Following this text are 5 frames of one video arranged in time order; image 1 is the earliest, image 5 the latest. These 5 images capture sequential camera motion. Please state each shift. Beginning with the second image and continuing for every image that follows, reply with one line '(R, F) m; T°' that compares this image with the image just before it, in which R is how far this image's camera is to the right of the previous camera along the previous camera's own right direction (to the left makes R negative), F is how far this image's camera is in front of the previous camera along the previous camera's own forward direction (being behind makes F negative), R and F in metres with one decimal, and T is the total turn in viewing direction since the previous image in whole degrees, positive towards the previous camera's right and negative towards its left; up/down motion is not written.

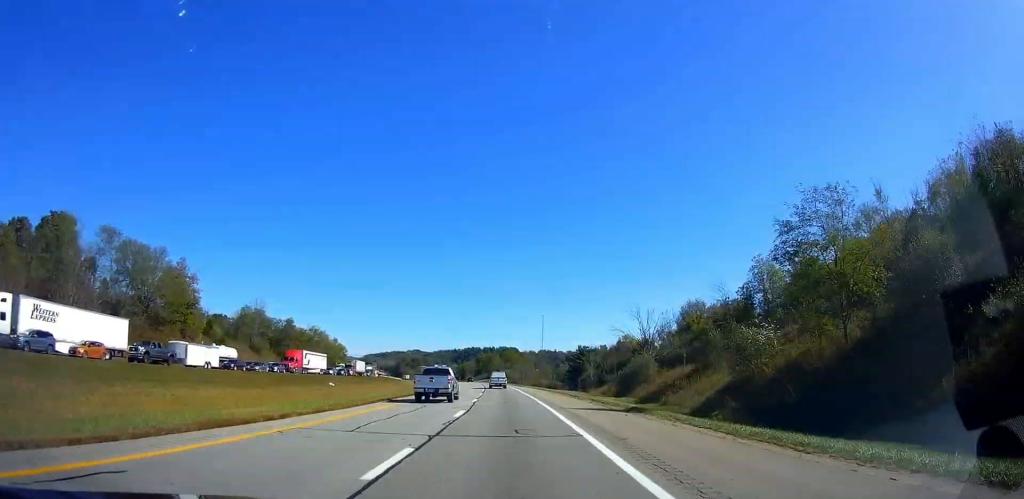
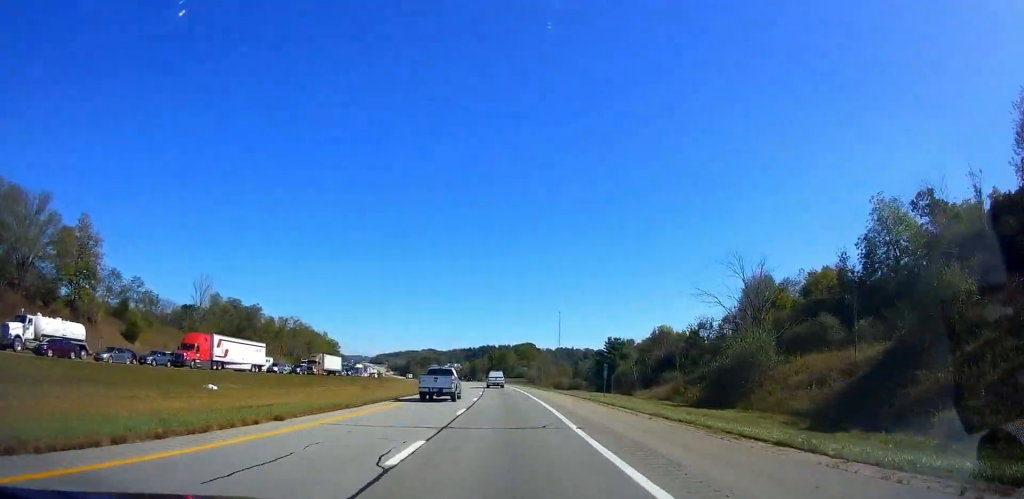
(-0.5, +34.7) m; -2°
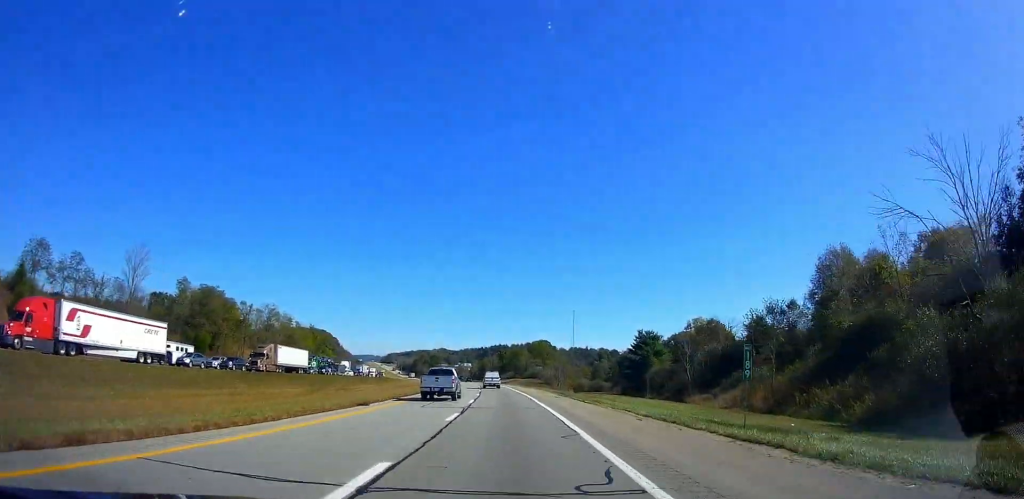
(-0.3, +26.0) m; -1°
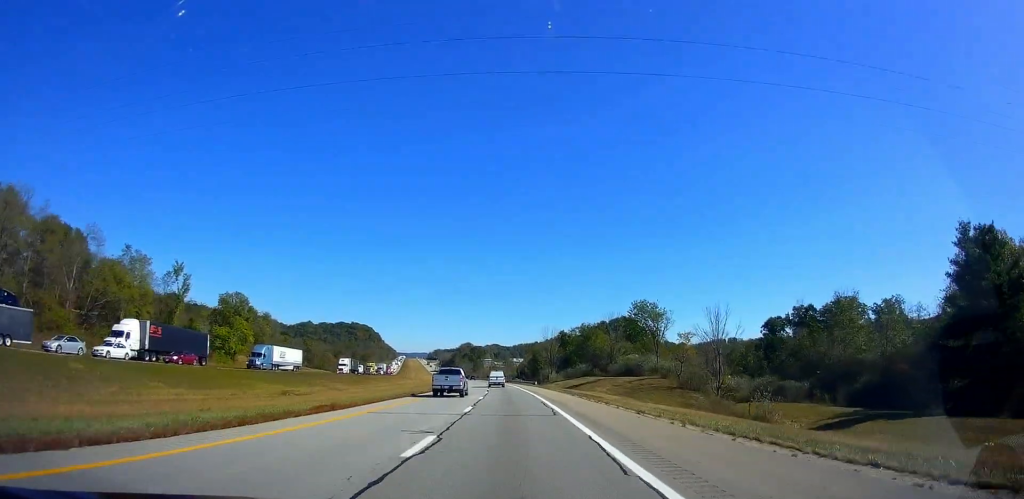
(-3.8, +104.0) m; -6°
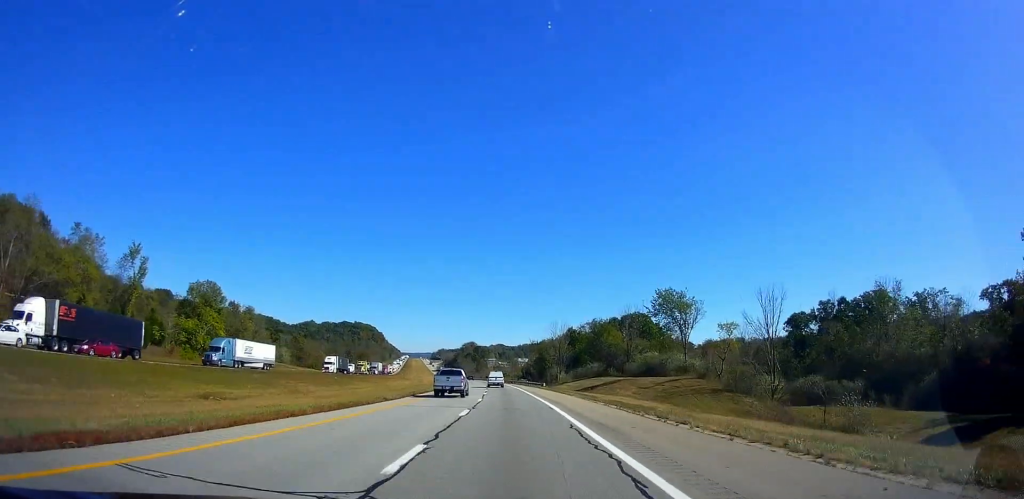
(-0.2, +14.1) m; -1°
